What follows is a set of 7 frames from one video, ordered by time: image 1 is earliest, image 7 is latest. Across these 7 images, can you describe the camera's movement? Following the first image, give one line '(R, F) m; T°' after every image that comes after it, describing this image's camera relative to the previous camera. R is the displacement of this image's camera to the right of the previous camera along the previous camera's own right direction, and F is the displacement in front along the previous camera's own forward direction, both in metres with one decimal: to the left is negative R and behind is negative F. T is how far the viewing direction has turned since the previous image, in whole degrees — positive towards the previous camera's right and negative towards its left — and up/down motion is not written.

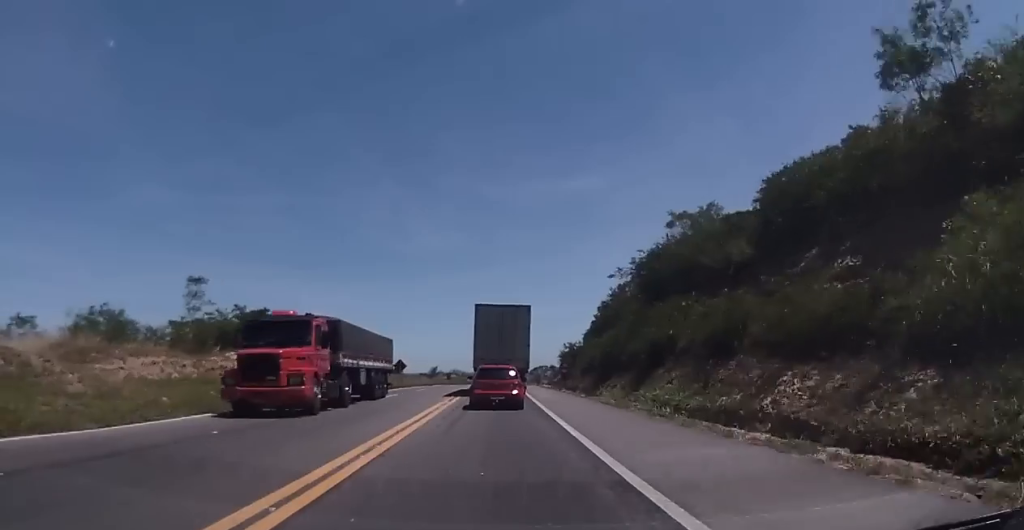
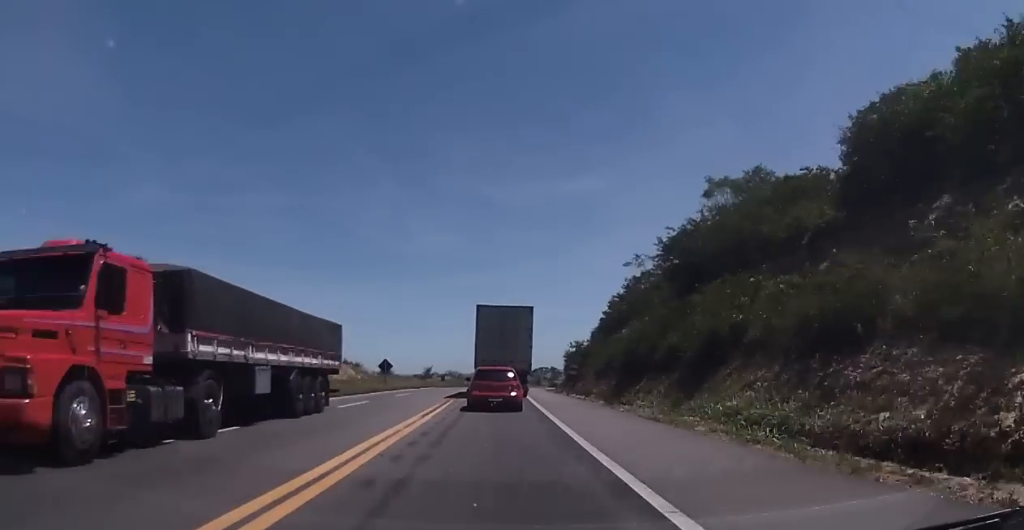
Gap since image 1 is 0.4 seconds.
(0.0, +8.7) m; 0°
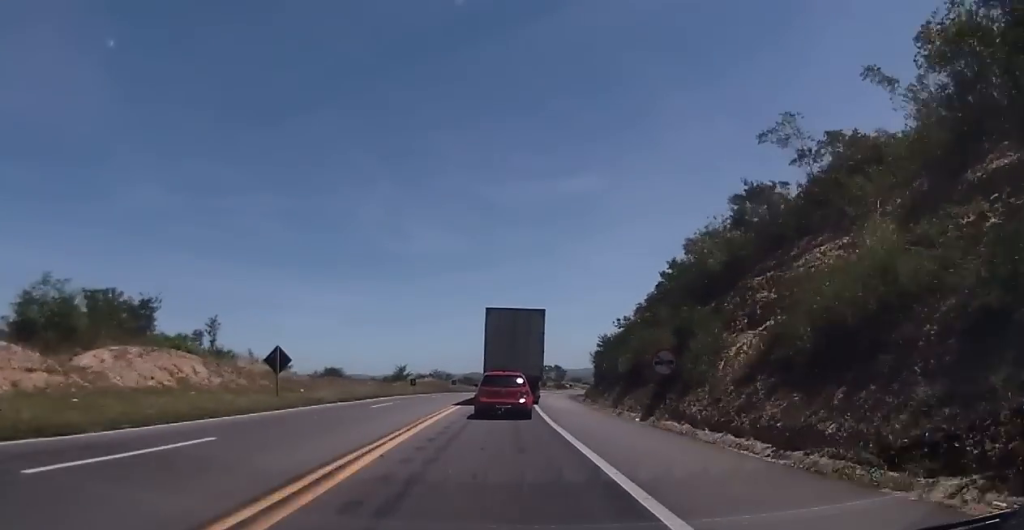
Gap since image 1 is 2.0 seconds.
(-0.1, +33.7) m; 0°
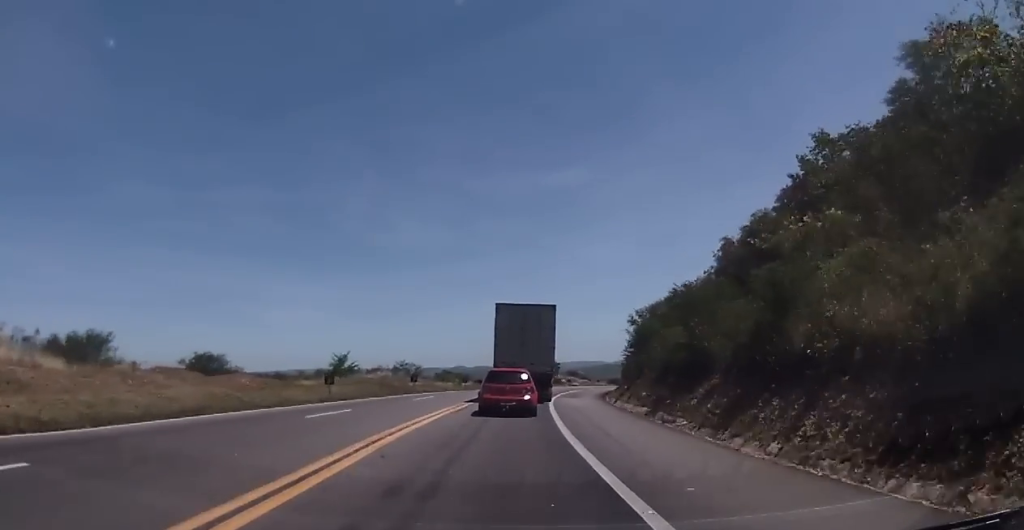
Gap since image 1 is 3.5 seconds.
(+0.1, +32.1) m; 0°
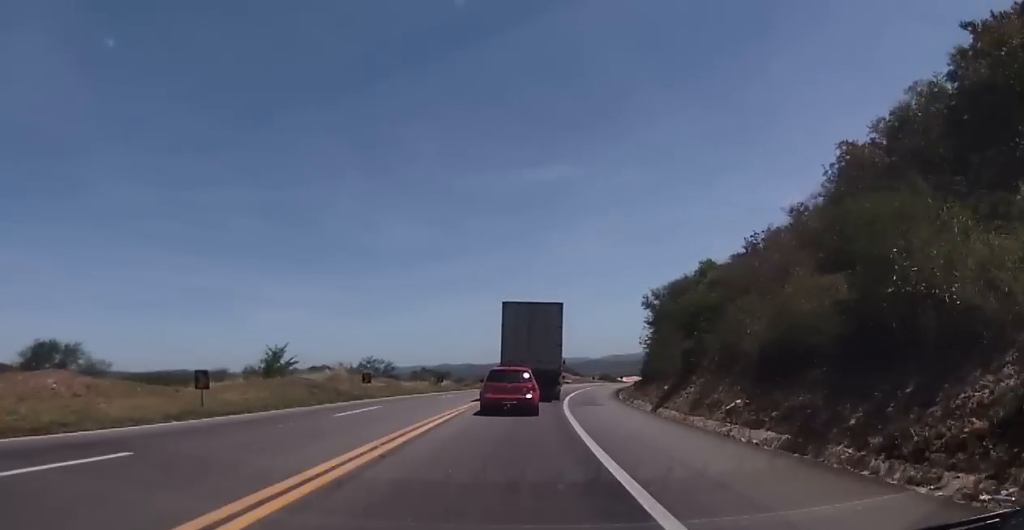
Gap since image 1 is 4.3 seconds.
(0.0, +16.1) m; +1°
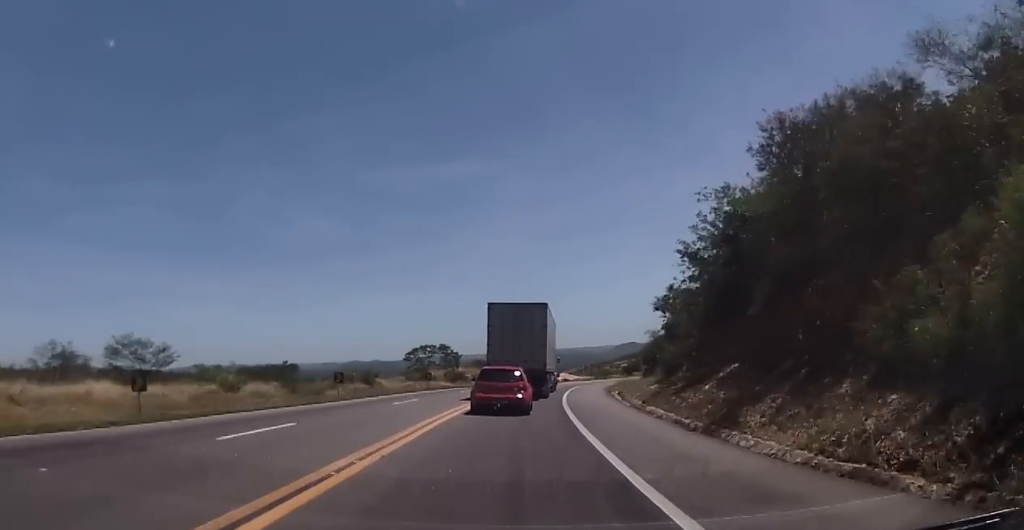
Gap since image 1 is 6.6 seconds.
(+1.8, +42.8) m; +5°
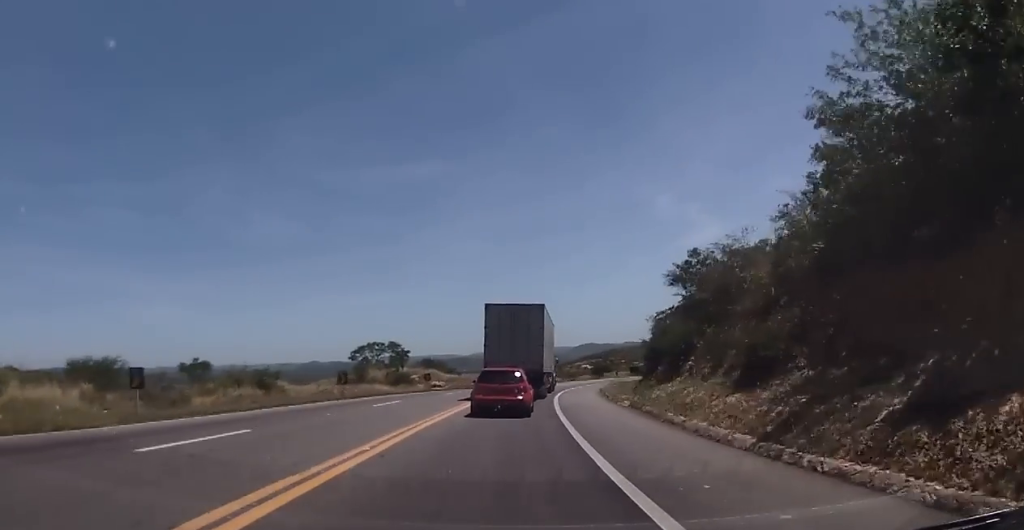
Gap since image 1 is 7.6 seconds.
(+0.4, +18.3) m; +3°
